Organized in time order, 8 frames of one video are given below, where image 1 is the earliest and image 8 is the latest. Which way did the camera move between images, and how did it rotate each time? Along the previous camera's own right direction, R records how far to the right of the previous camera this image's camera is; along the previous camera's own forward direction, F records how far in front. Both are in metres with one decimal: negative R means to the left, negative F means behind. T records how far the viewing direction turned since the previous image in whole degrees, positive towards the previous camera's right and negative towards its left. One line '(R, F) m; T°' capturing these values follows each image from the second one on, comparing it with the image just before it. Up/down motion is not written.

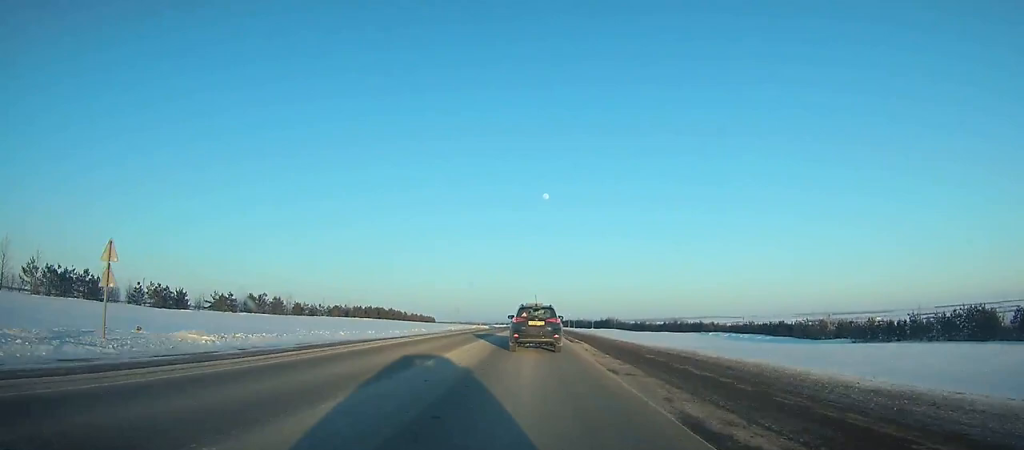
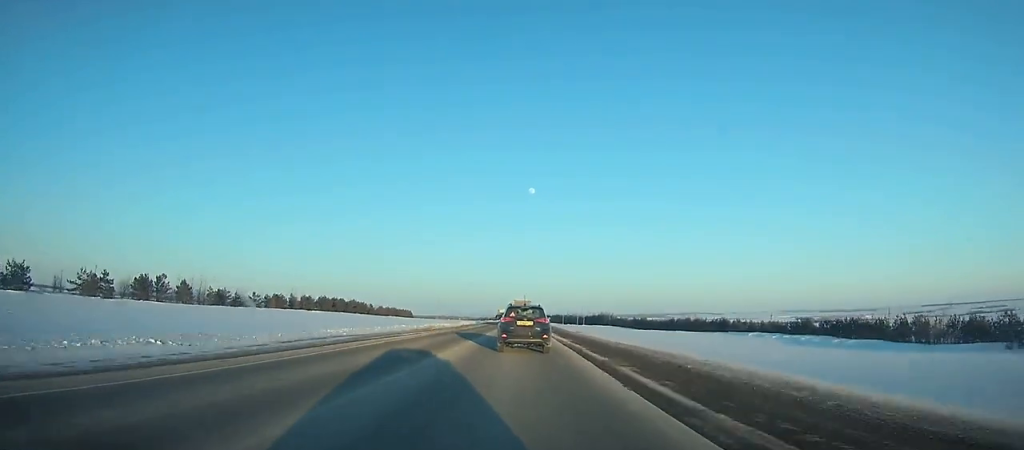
(0.0, +44.0) m; 0°
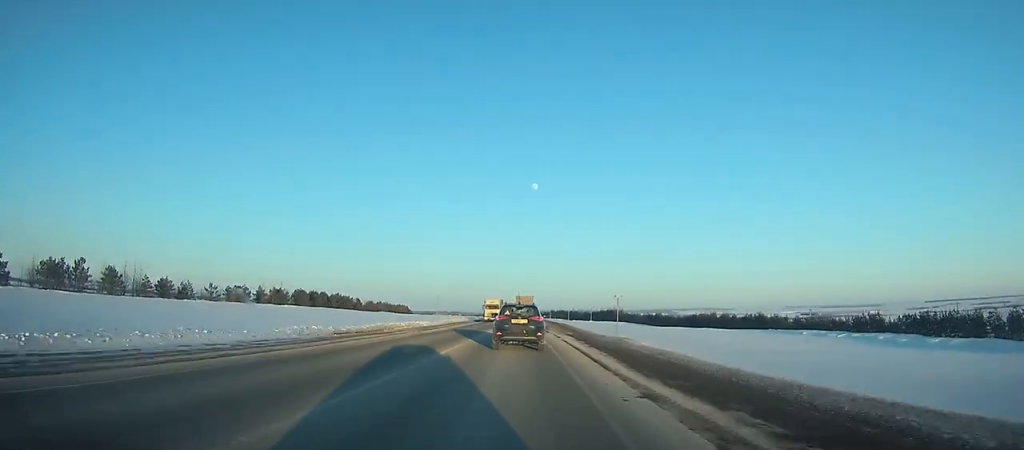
(+0.2, +28.1) m; 0°
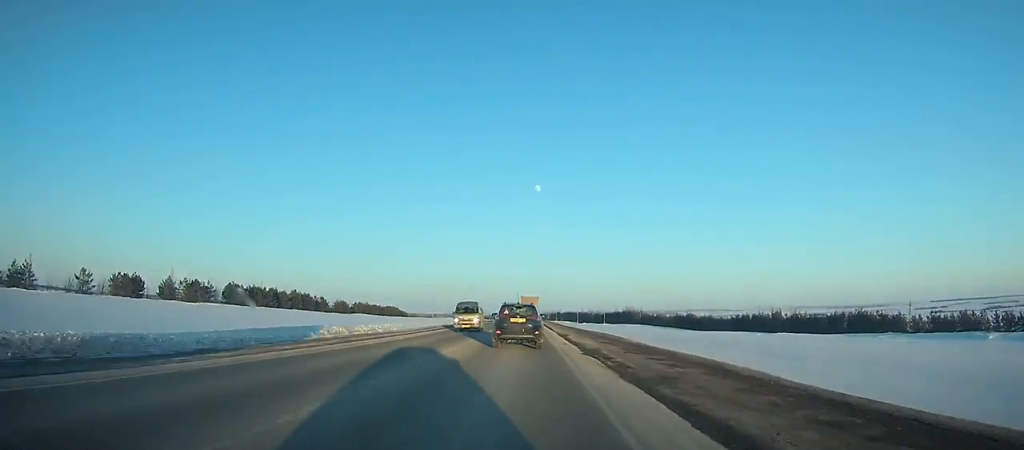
(+0.2, +50.1) m; 0°
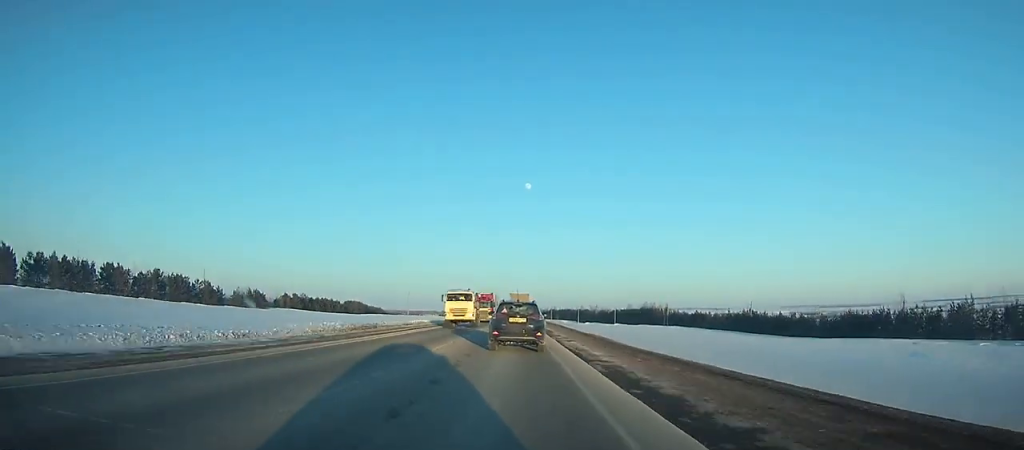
(0.0, +73.1) m; 0°
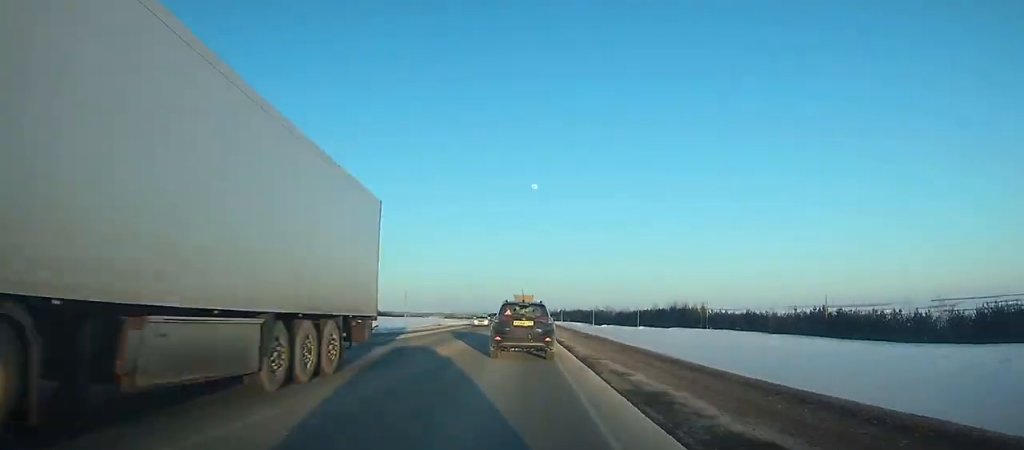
(+0.1, +40.0) m; 0°
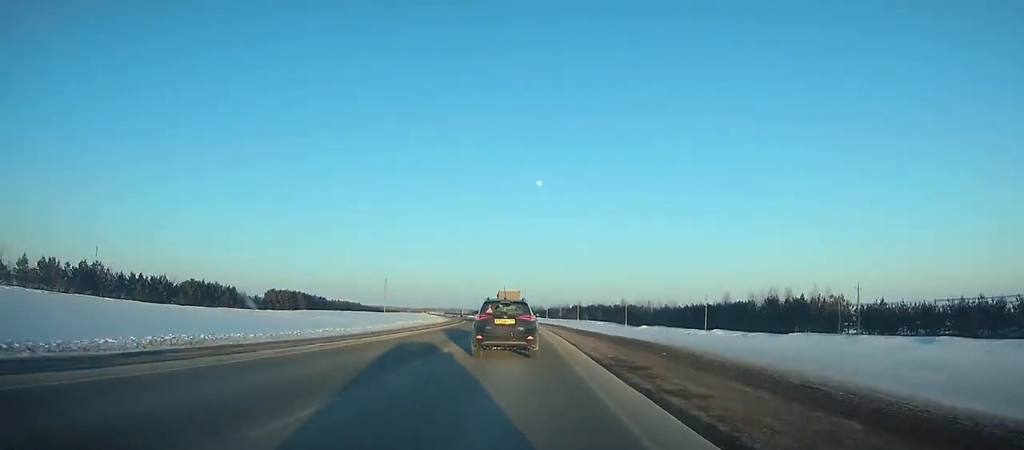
(-0.2, +83.4) m; -1°
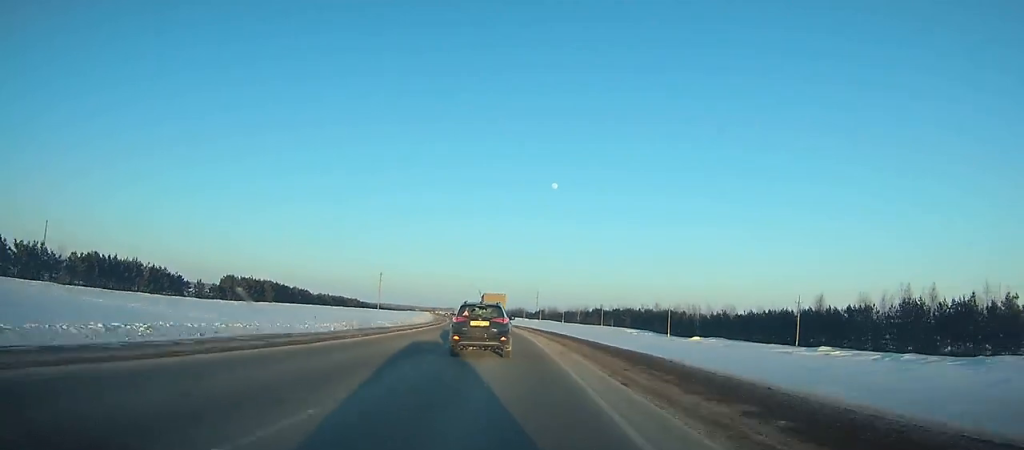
(-0.2, +47.8) m; -2°
